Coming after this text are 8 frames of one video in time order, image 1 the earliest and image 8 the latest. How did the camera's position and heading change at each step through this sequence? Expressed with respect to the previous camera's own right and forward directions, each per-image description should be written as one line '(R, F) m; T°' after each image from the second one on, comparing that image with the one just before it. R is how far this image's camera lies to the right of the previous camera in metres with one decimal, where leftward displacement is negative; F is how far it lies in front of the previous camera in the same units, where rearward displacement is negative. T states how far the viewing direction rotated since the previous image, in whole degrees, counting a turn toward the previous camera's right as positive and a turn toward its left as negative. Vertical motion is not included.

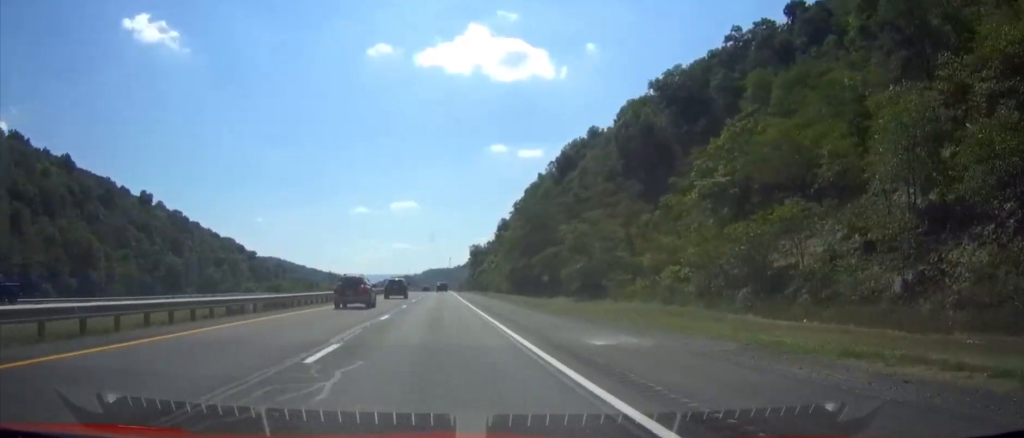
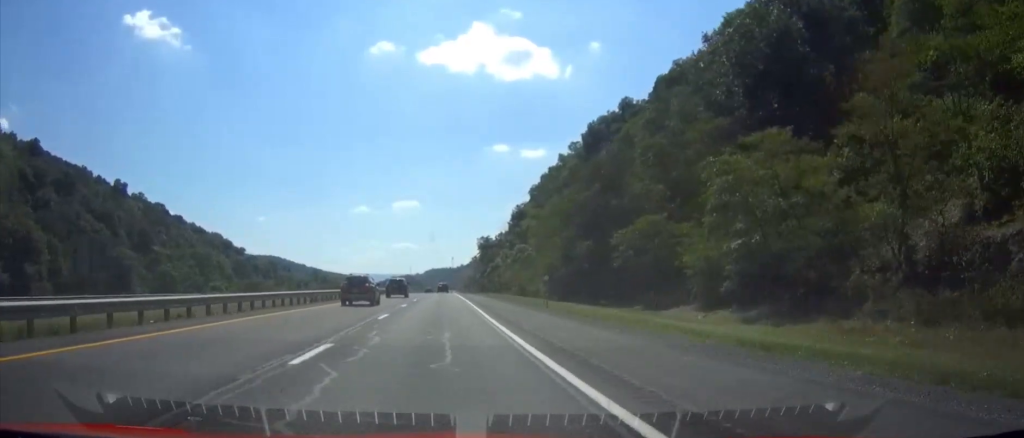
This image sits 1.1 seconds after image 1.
(+0.1, +38.2) m; 0°
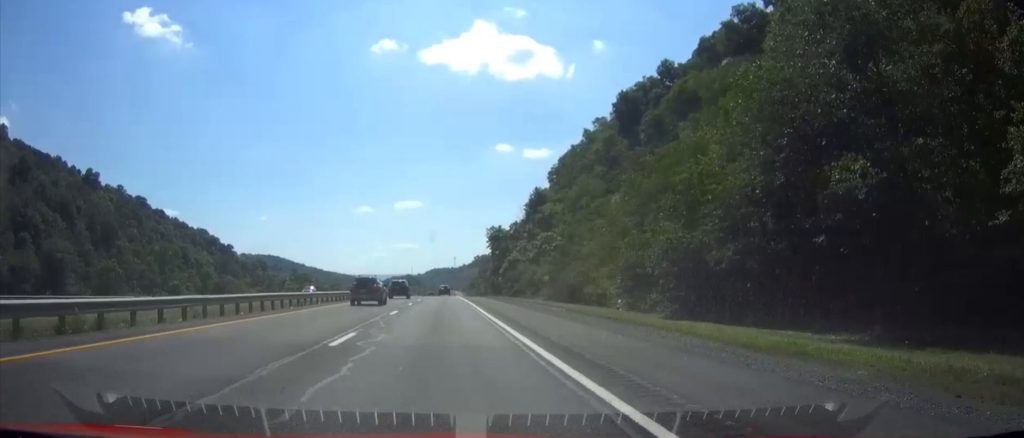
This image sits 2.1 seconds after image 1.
(-0.2, +34.7) m; 0°
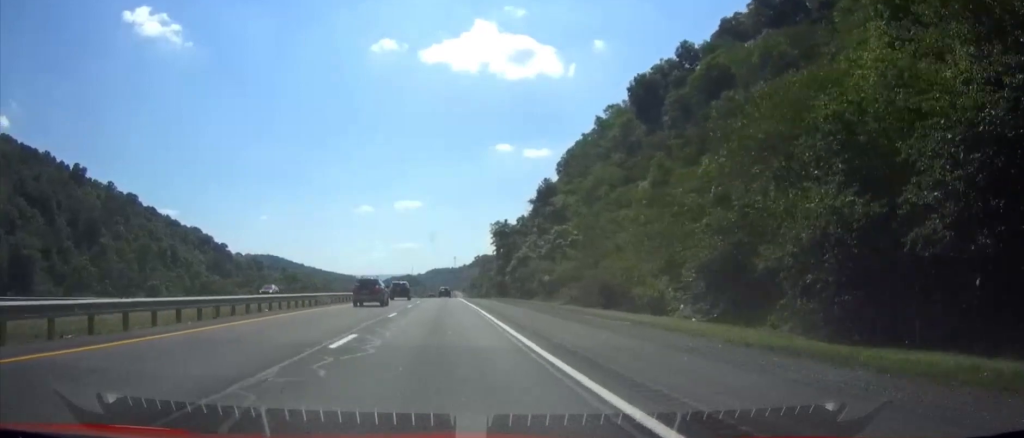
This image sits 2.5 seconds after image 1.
(0.0, +13.8) m; 0°
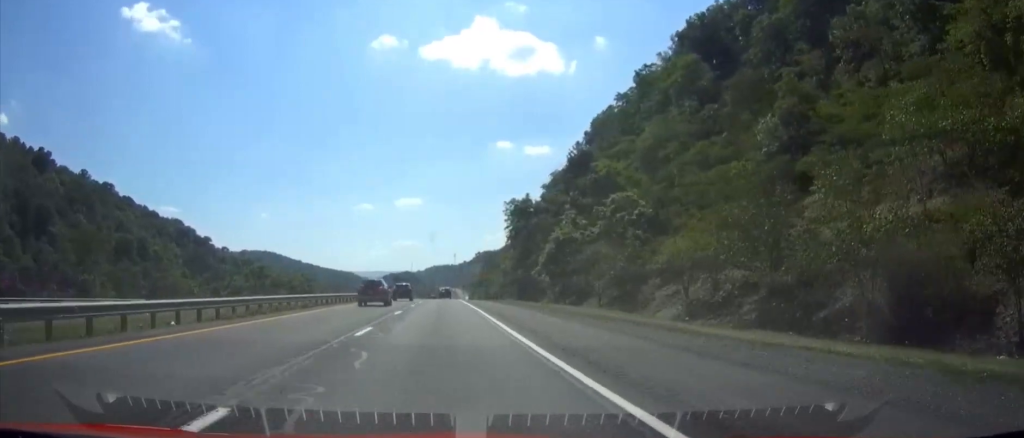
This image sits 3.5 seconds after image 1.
(0.0, +34.4) m; 0°
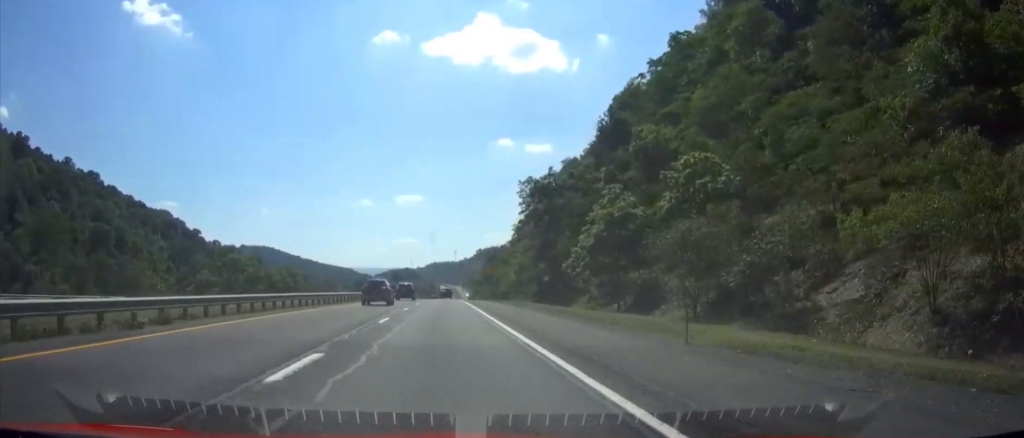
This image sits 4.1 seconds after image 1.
(0.0, +20.5) m; 0°
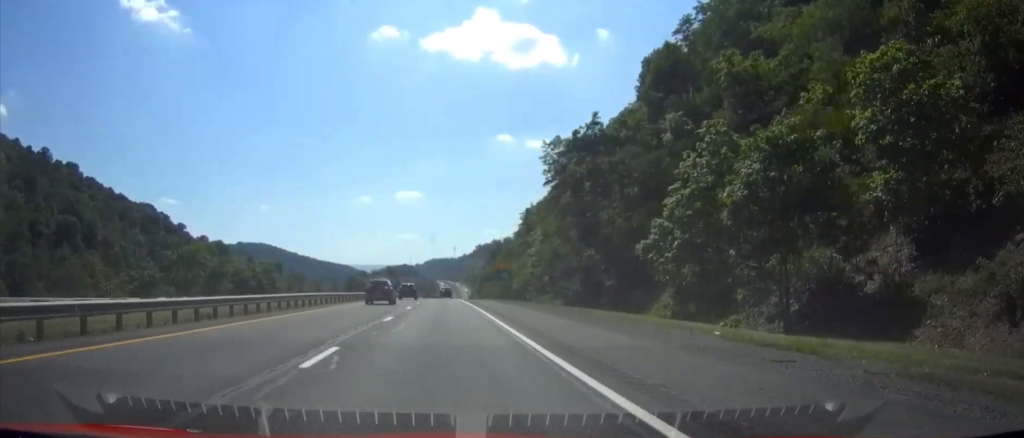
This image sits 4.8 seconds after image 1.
(-0.1, +23.7) m; 0°
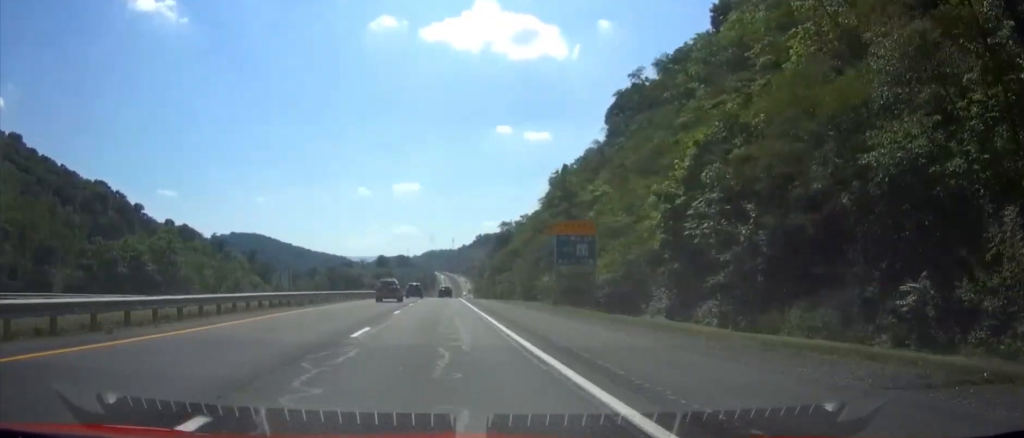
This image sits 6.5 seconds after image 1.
(+0.3, +58.0) m; 0°
